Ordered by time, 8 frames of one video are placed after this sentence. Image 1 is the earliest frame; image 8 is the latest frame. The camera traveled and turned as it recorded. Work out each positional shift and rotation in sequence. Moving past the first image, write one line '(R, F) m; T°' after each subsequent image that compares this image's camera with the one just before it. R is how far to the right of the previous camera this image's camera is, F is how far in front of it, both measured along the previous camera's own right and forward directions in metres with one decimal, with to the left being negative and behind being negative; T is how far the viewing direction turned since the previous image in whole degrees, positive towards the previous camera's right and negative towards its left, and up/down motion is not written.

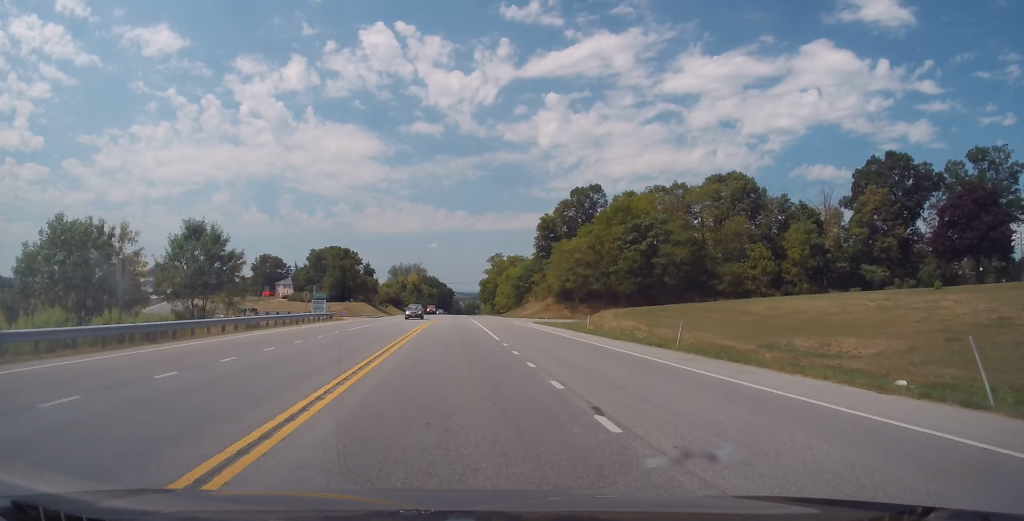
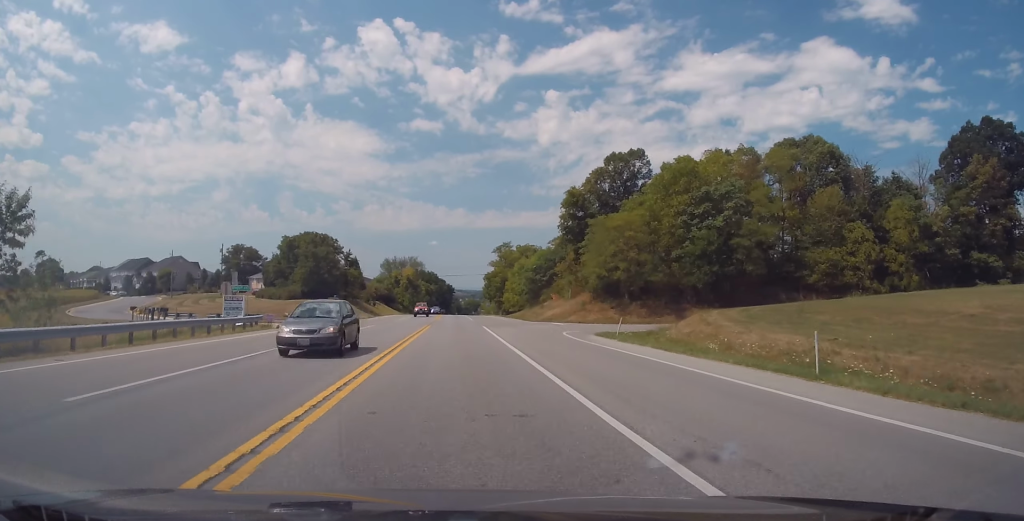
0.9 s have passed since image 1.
(+0.3, +25.0) m; +1°
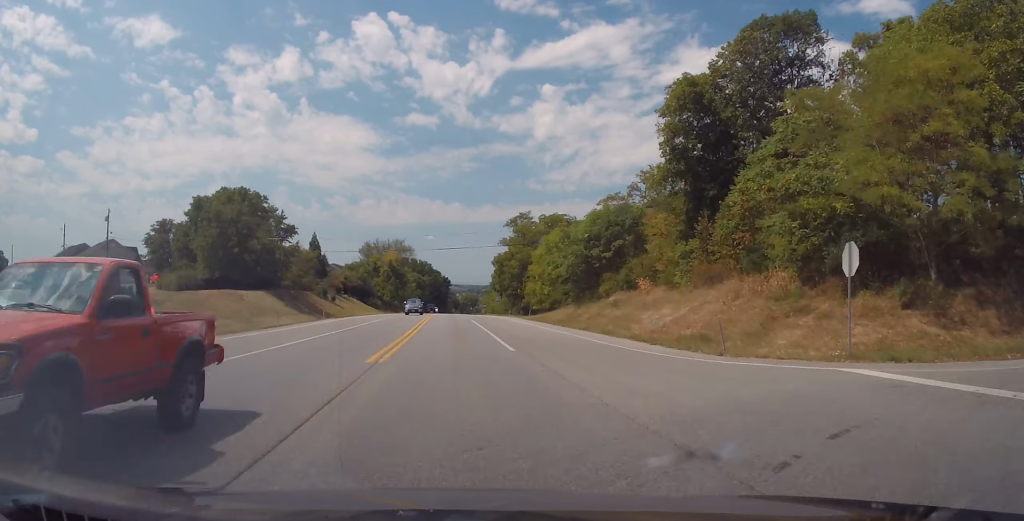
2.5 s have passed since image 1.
(+0.2, +42.7) m; 0°
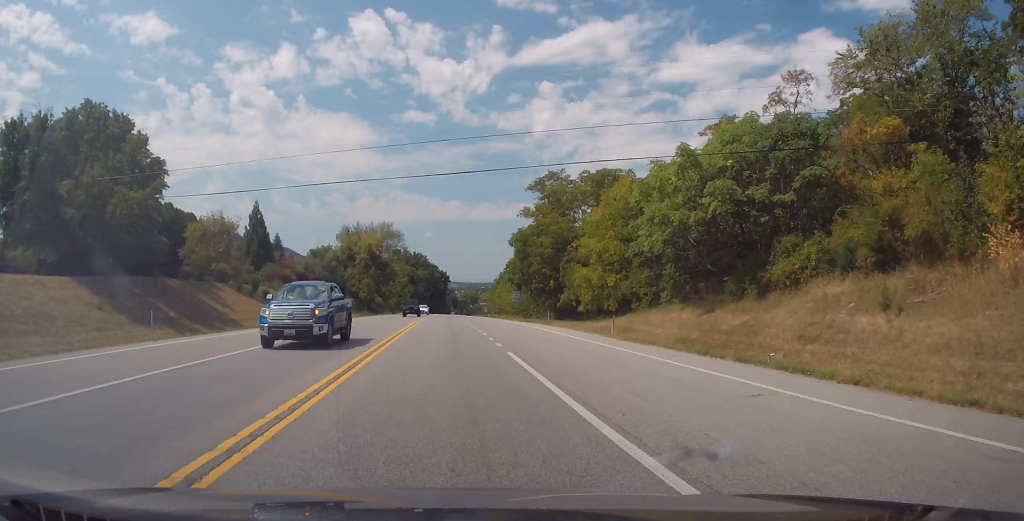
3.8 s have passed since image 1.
(-0.3, +32.9) m; -1°
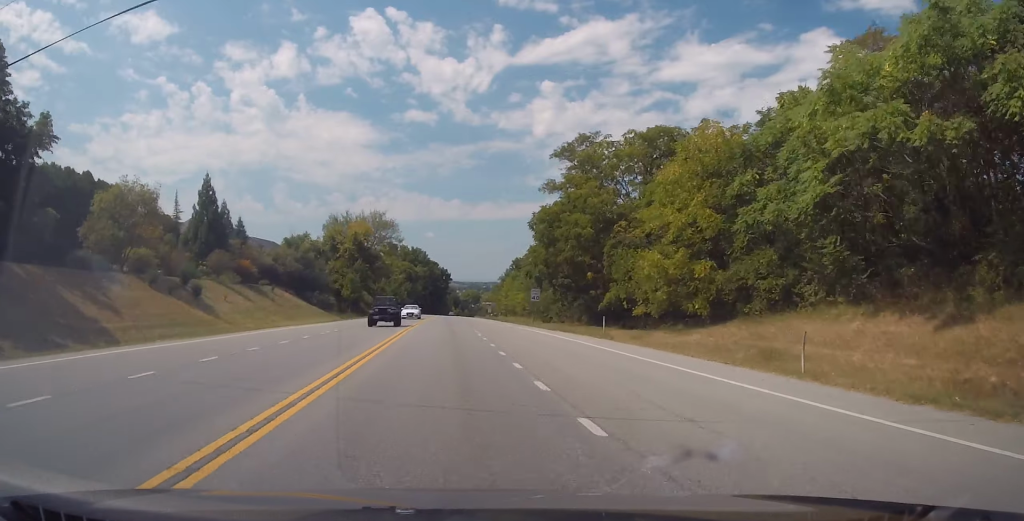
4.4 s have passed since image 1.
(-0.2, +16.8) m; 0°
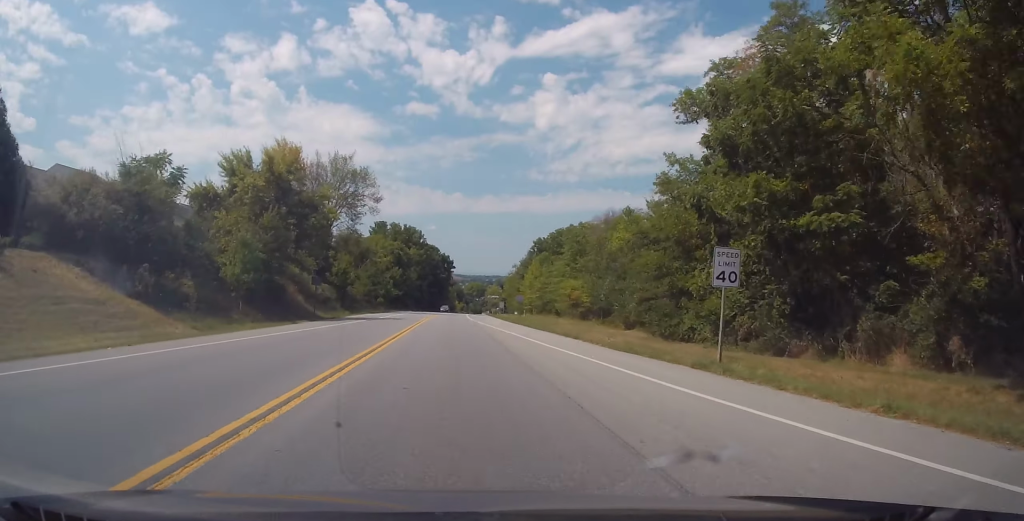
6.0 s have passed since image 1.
(+0.8, +43.1) m; +1°
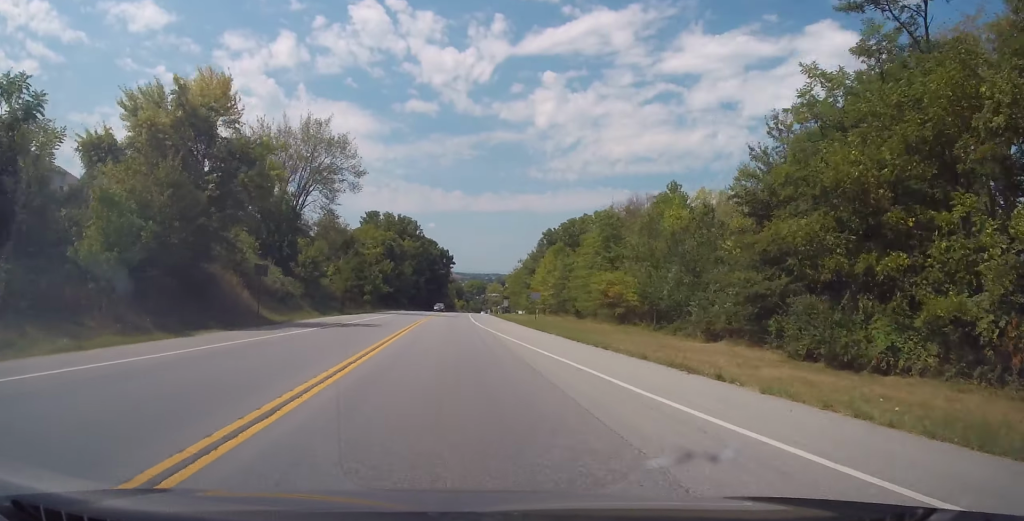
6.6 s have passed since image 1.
(0.0, +15.8) m; 0°
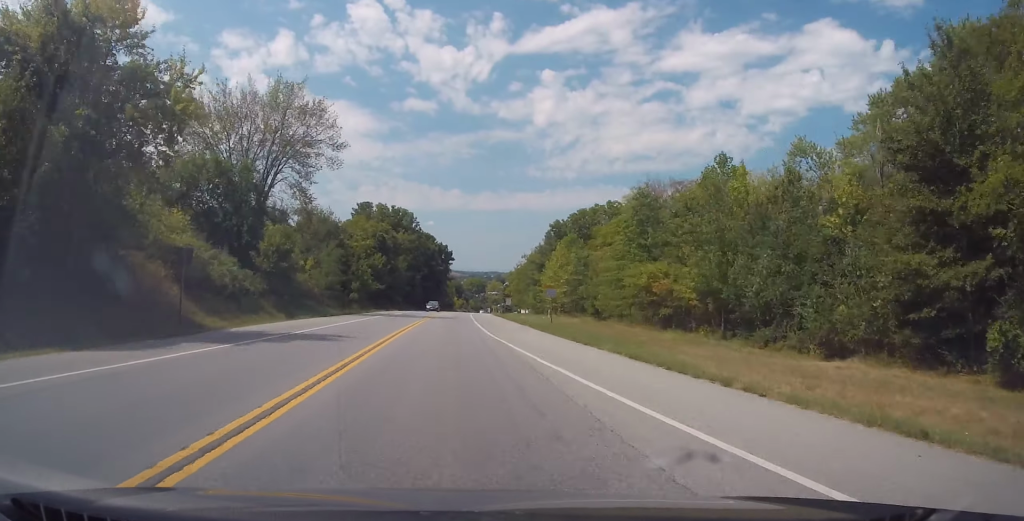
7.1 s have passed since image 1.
(+0.1, +11.3) m; -1°
